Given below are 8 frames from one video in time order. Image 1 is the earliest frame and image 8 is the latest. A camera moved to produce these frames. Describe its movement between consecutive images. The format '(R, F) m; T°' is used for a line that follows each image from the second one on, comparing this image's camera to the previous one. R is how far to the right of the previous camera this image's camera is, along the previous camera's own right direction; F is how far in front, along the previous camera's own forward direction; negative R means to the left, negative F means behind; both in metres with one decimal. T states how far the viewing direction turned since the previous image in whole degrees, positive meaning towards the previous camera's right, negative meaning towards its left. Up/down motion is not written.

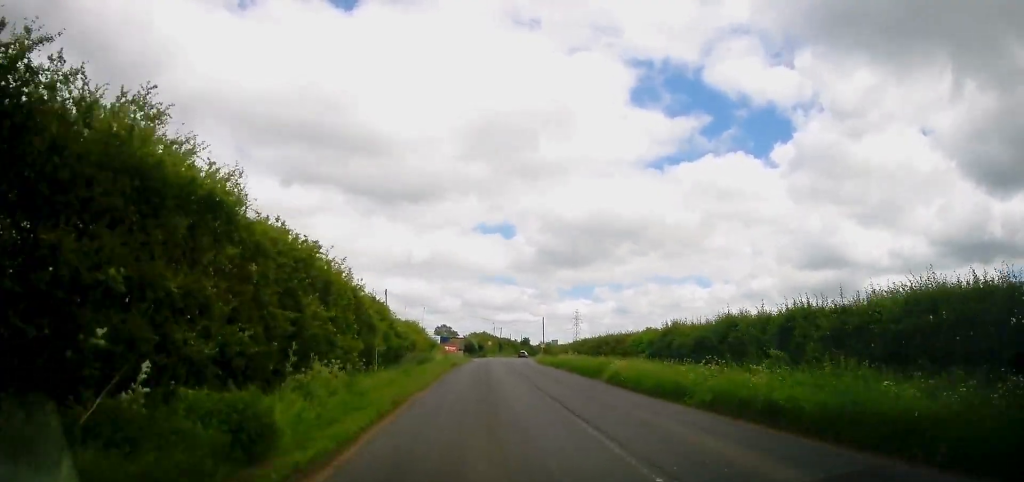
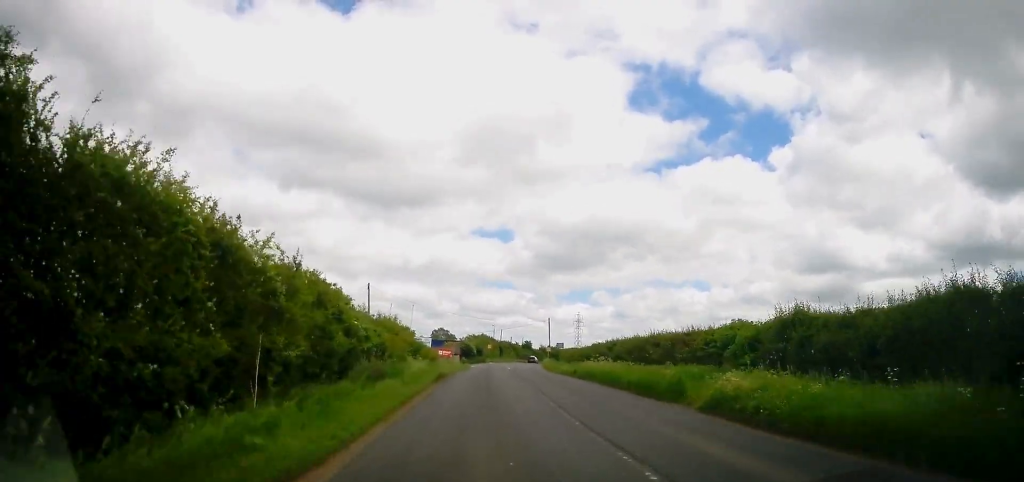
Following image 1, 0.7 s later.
(+0.3, +10.7) m; +2°
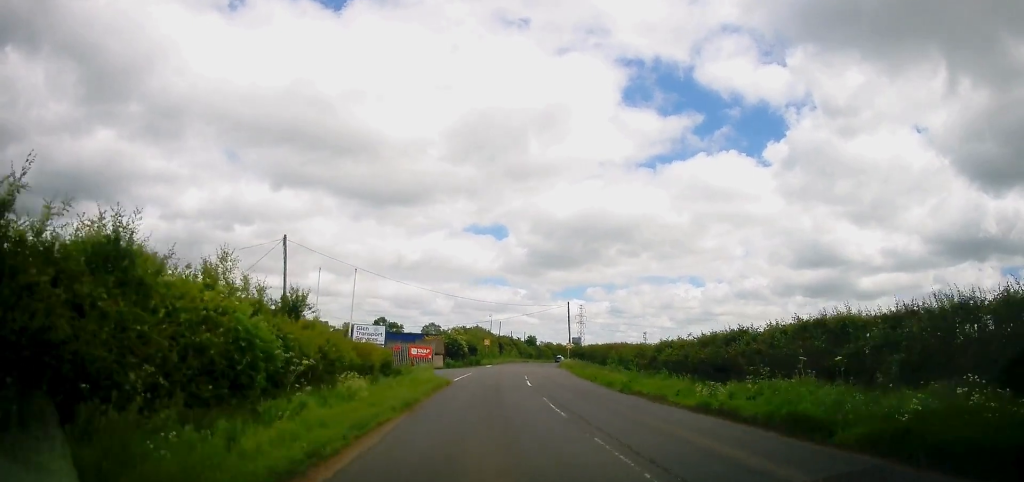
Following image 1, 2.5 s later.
(+0.2, +25.6) m; 0°
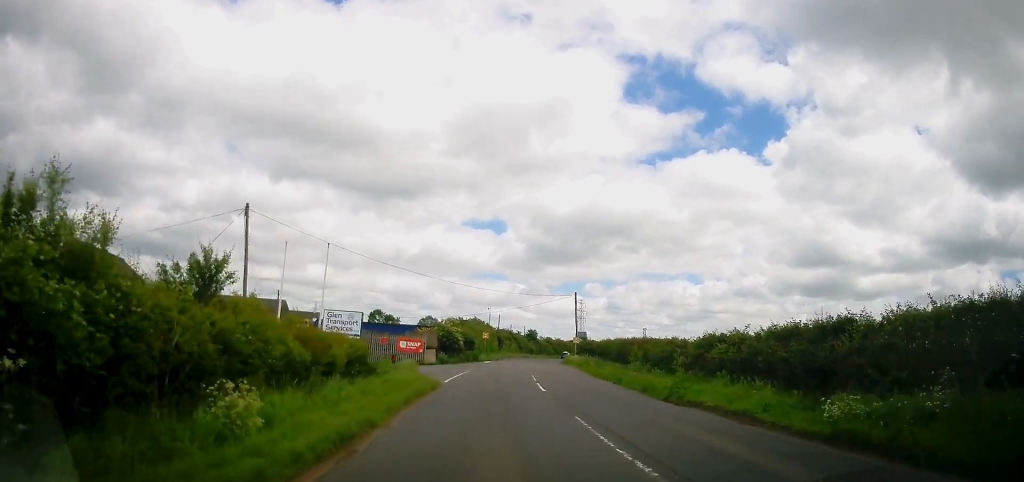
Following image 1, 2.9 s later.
(0.0, +6.3) m; 0°
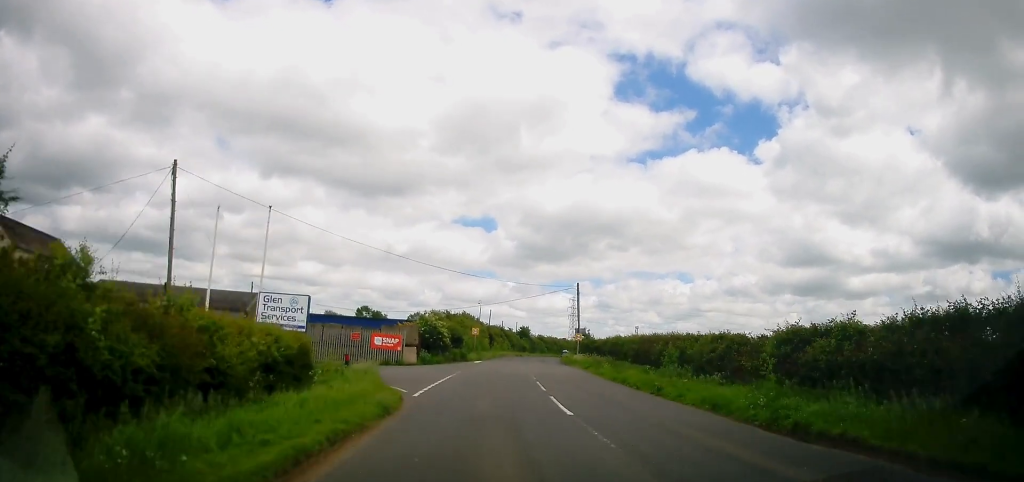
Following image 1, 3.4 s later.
(0.0, +7.3) m; +1°
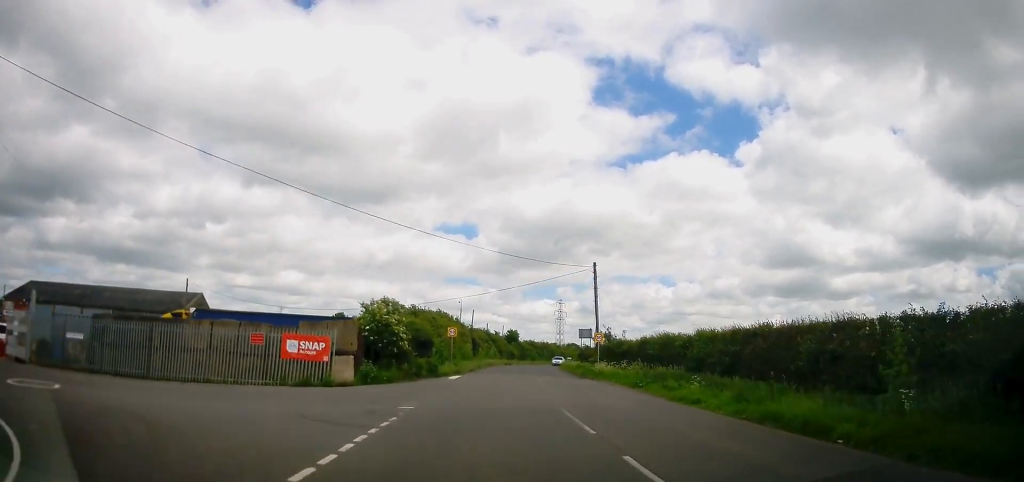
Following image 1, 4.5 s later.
(+0.4, +15.3) m; +1°
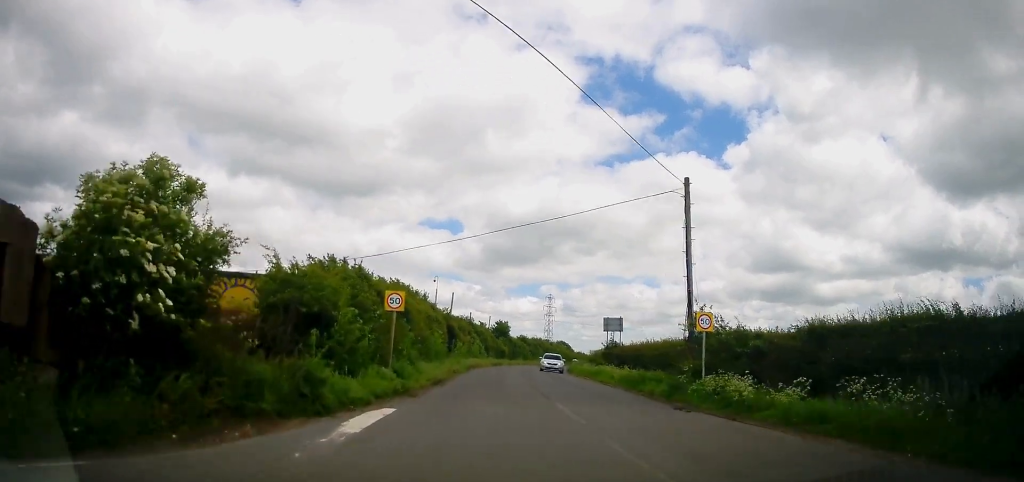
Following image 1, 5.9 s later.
(-0.4, +19.4) m; 0°
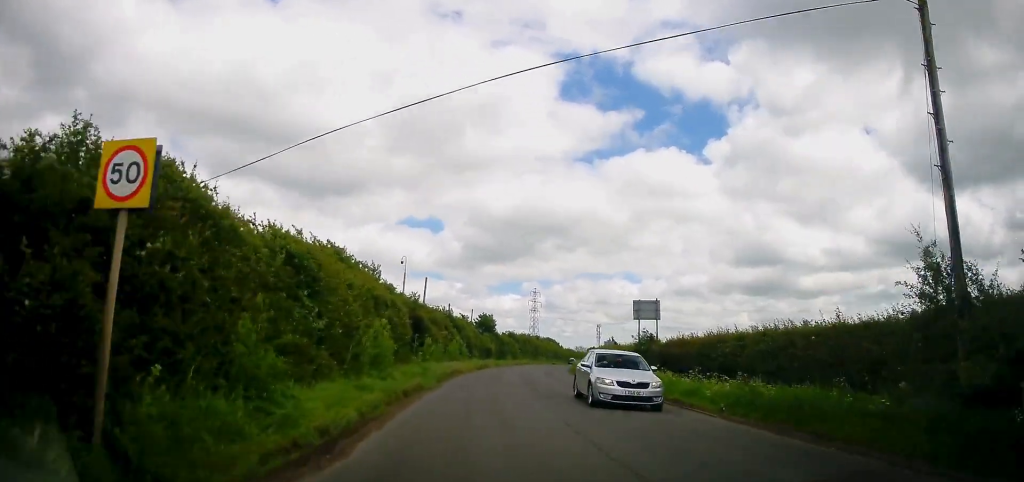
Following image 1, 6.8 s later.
(+0.5, +12.5) m; +3°
